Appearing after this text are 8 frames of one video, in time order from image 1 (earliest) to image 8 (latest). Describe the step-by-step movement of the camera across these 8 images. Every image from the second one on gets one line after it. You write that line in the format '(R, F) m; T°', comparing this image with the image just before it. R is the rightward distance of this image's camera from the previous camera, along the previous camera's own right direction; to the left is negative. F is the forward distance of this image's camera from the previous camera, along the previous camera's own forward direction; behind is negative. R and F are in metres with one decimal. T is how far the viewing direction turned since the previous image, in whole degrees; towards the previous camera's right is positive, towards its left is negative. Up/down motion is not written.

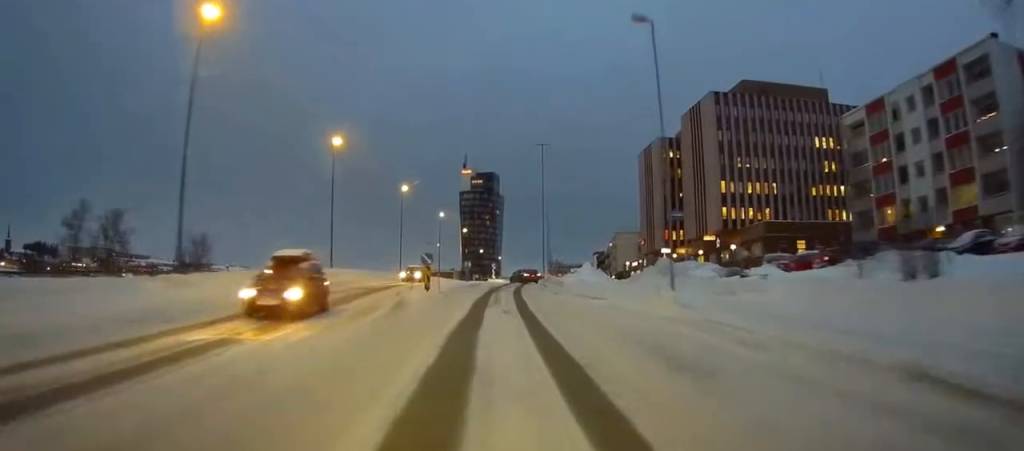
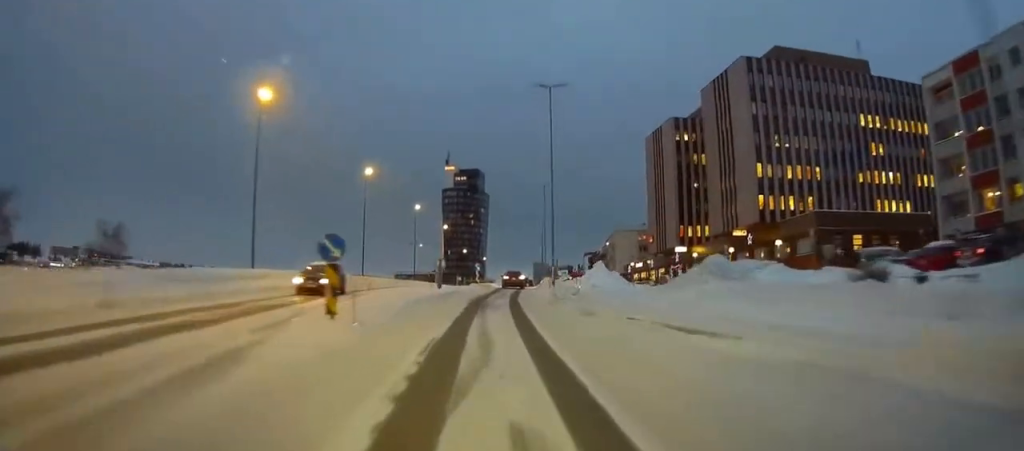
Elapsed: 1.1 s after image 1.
(0.0, +16.4) m; 0°
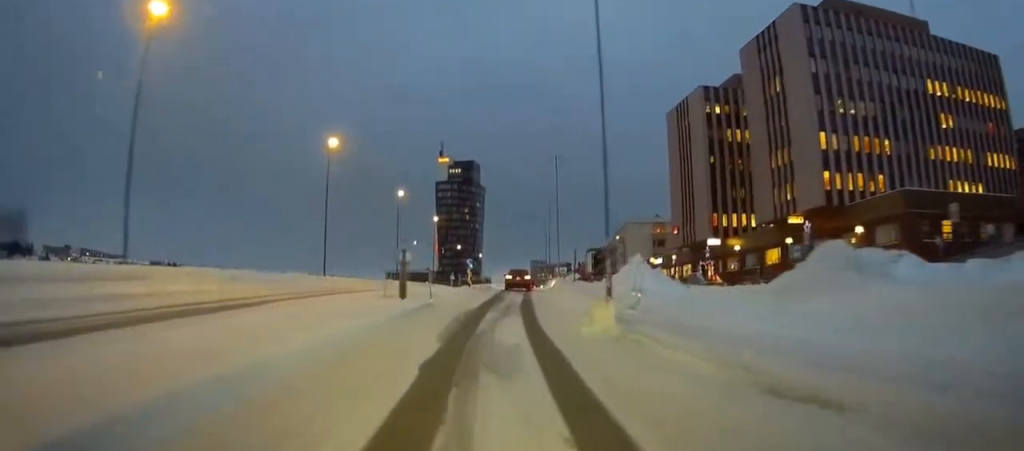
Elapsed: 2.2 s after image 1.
(+0.1, +15.1) m; 0°
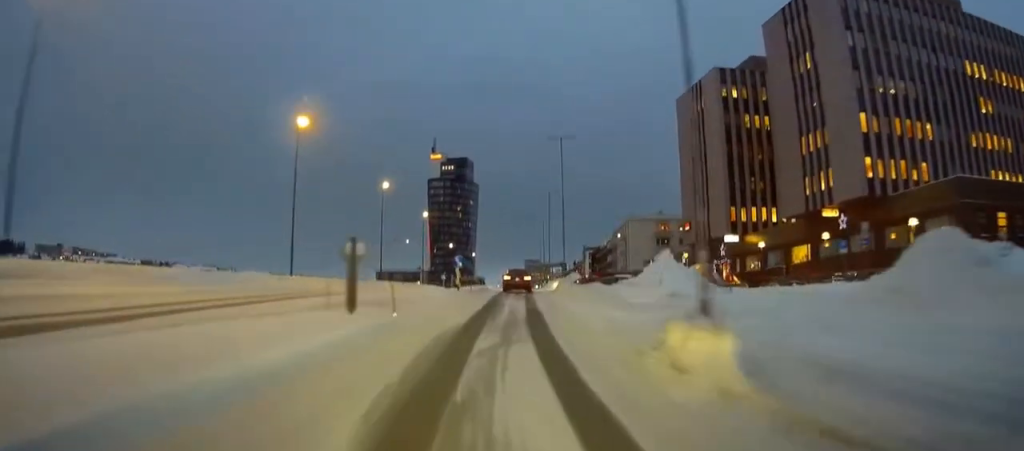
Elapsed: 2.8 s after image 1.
(0.0, +7.8) m; 0°
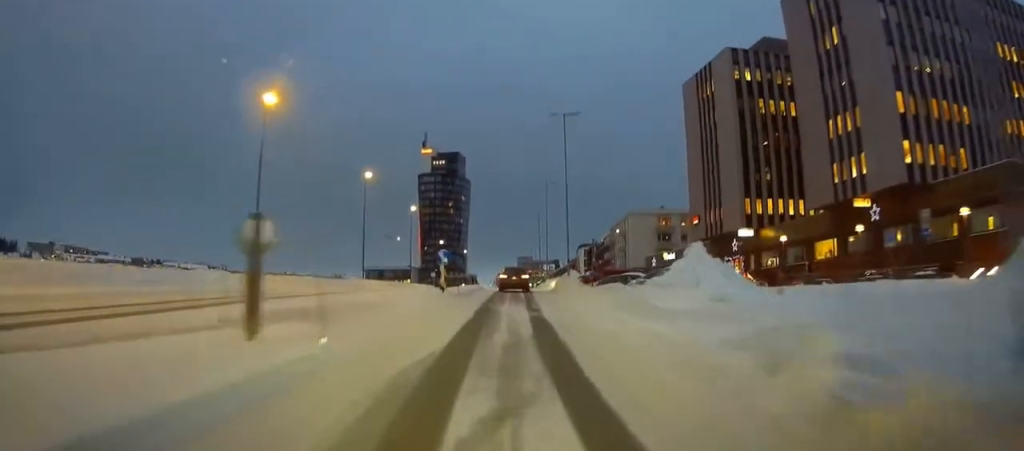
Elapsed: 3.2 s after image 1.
(0.0, +6.1) m; 0°
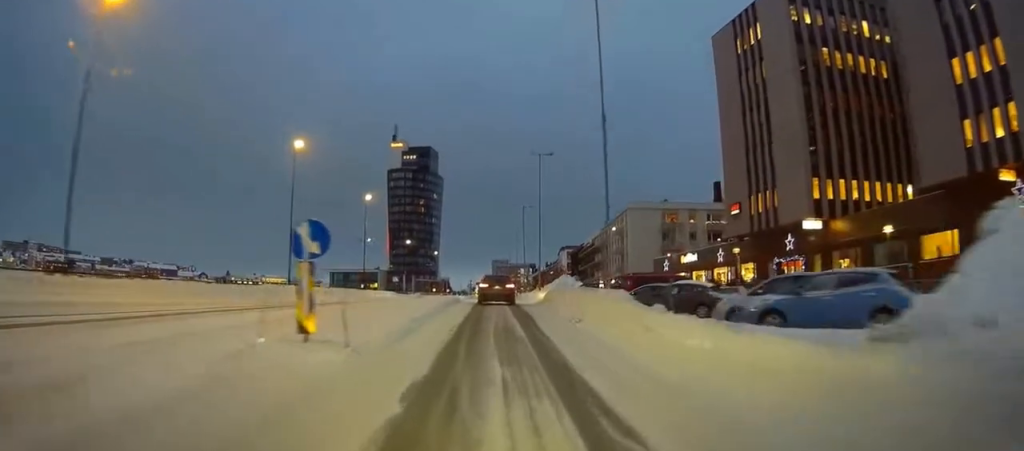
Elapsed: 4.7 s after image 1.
(+0.3, +18.8) m; +2°
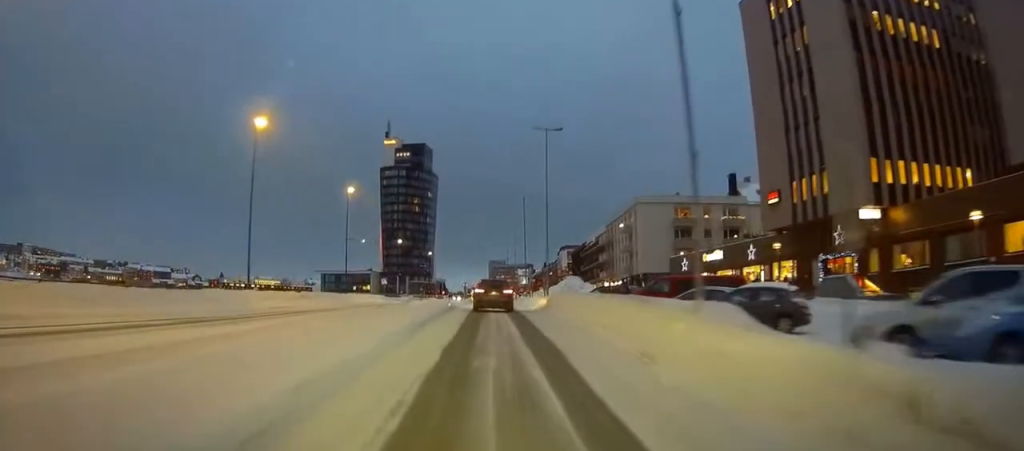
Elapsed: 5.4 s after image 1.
(0.0, +8.3) m; 0°
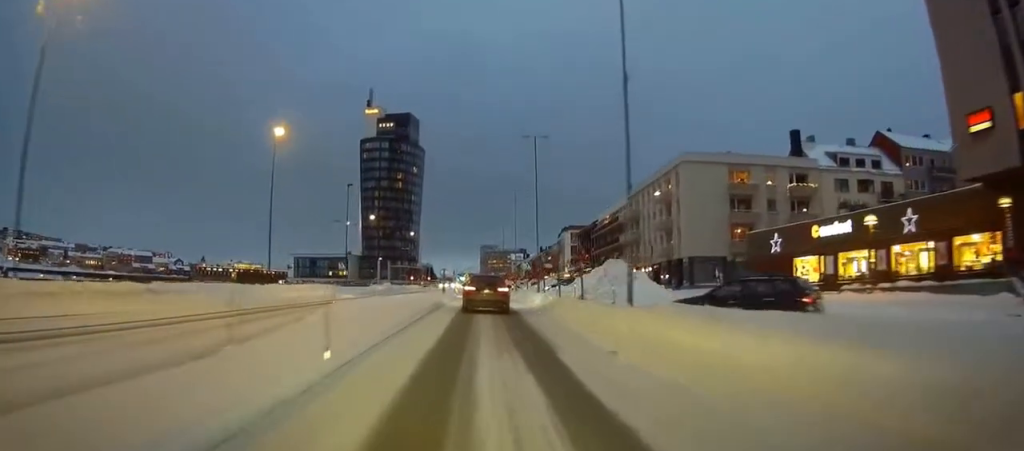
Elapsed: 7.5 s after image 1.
(+0.3, +23.2) m; +1°
